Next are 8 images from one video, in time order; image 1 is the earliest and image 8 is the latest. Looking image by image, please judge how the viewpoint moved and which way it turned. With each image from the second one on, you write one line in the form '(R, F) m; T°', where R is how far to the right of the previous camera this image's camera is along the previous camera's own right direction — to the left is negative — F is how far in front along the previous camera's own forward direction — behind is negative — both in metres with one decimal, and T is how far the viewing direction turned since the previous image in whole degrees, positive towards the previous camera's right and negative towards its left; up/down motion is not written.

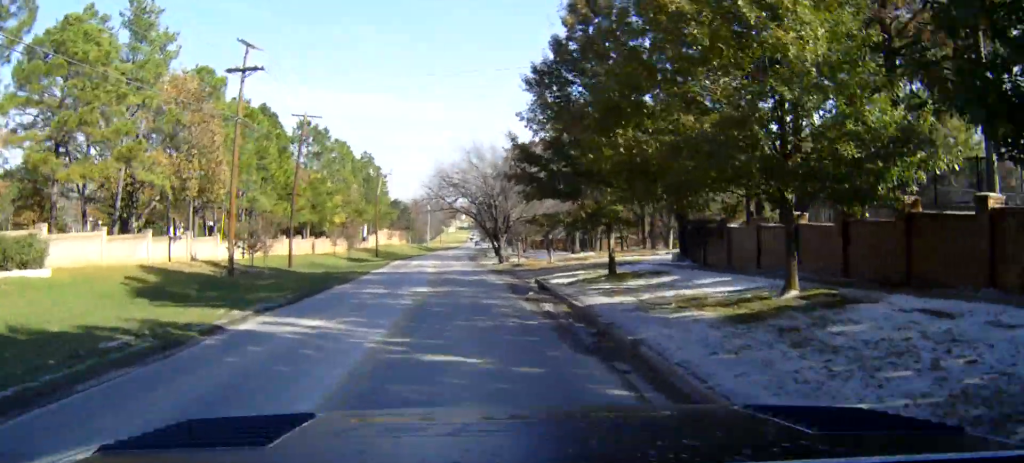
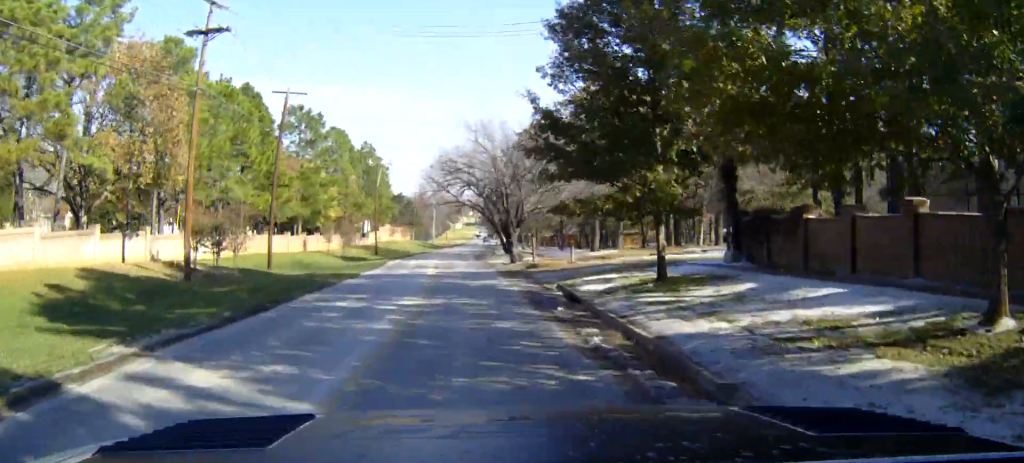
(0.0, +7.8) m; 0°
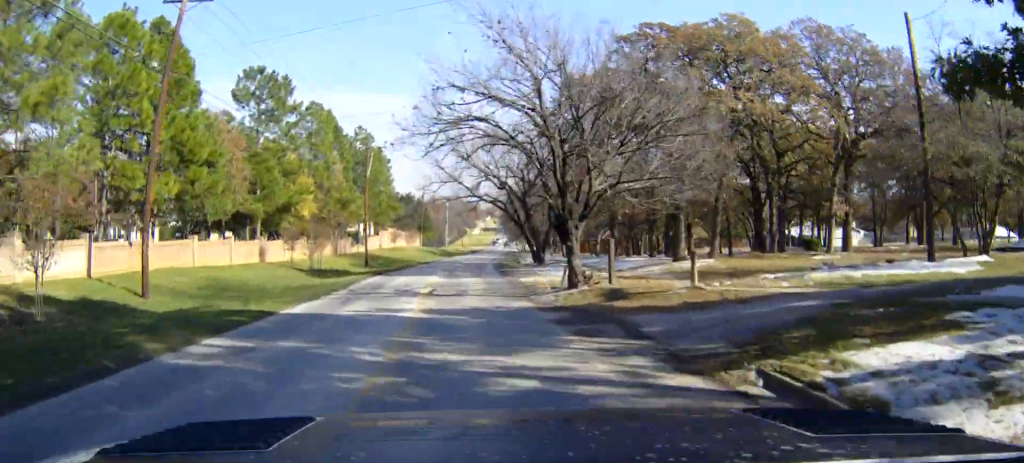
(0.0, +22.3) m; 0°
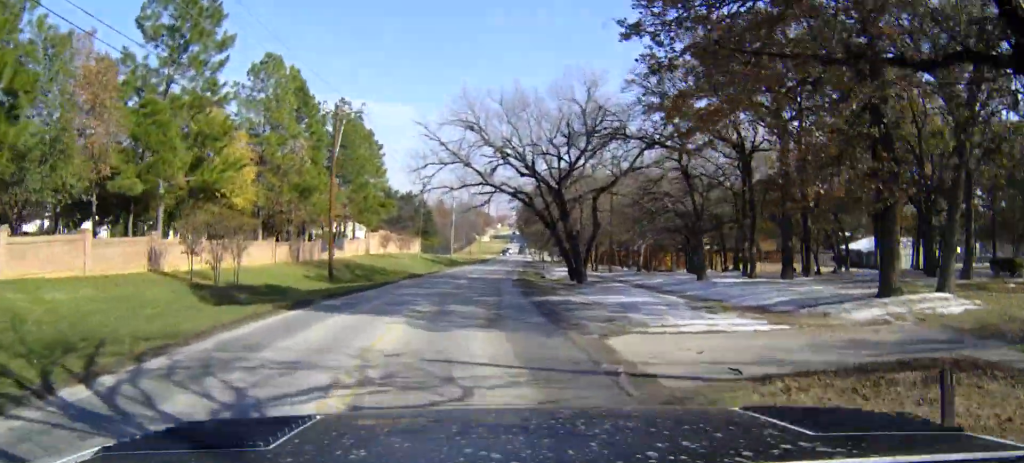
(-0.2, +21.9) m; -1°
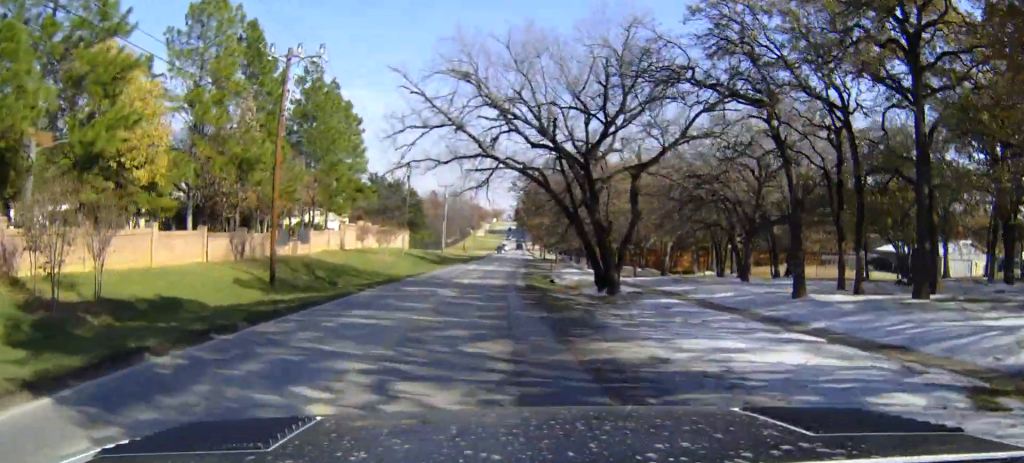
(-0.1, +13.3) m; 0°
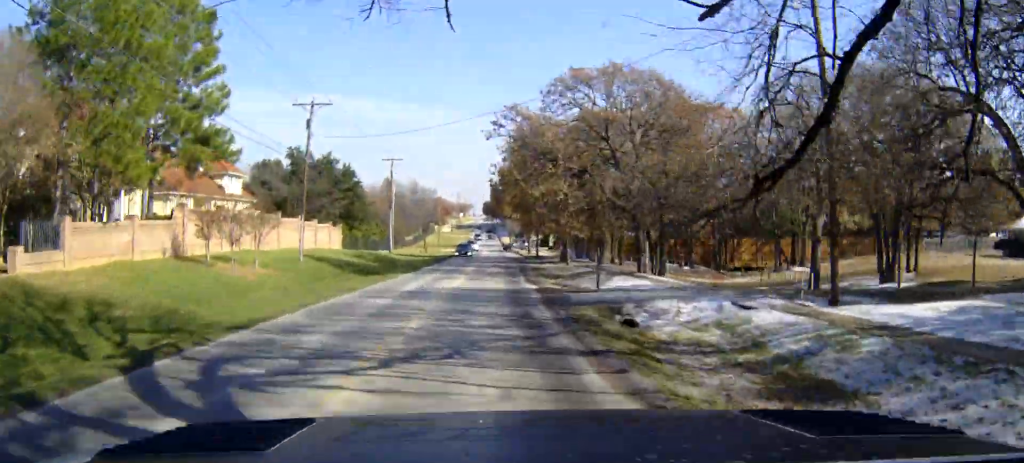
(+0.6, +35.1) m; +2°
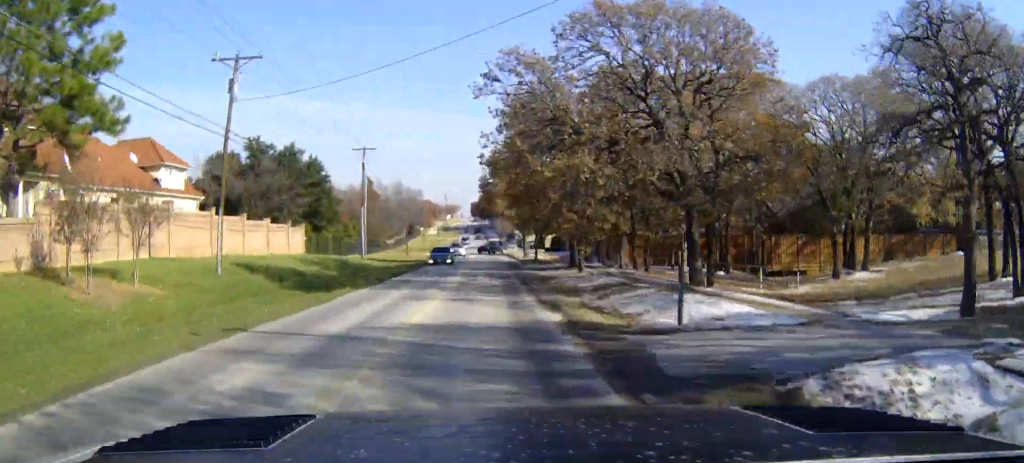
(+0.1, +12.2) m; +1°
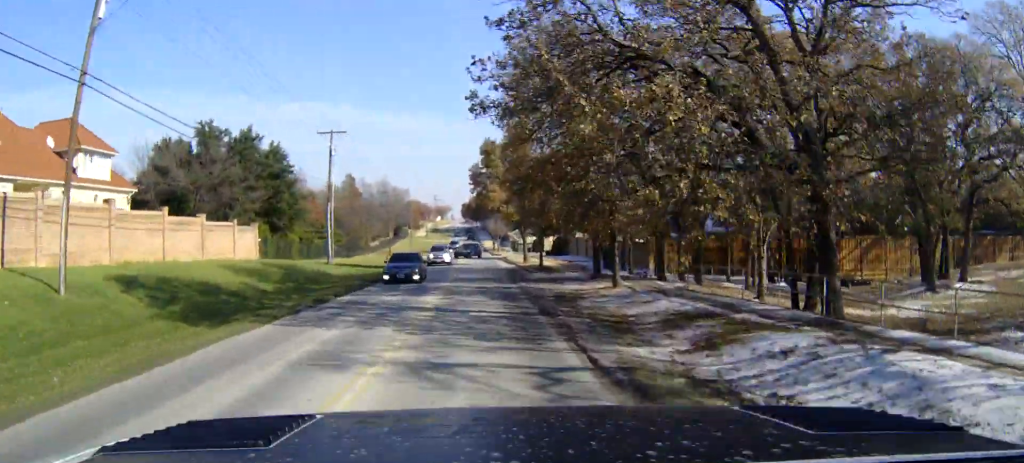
(+0.1, +12.0) m; 0°
